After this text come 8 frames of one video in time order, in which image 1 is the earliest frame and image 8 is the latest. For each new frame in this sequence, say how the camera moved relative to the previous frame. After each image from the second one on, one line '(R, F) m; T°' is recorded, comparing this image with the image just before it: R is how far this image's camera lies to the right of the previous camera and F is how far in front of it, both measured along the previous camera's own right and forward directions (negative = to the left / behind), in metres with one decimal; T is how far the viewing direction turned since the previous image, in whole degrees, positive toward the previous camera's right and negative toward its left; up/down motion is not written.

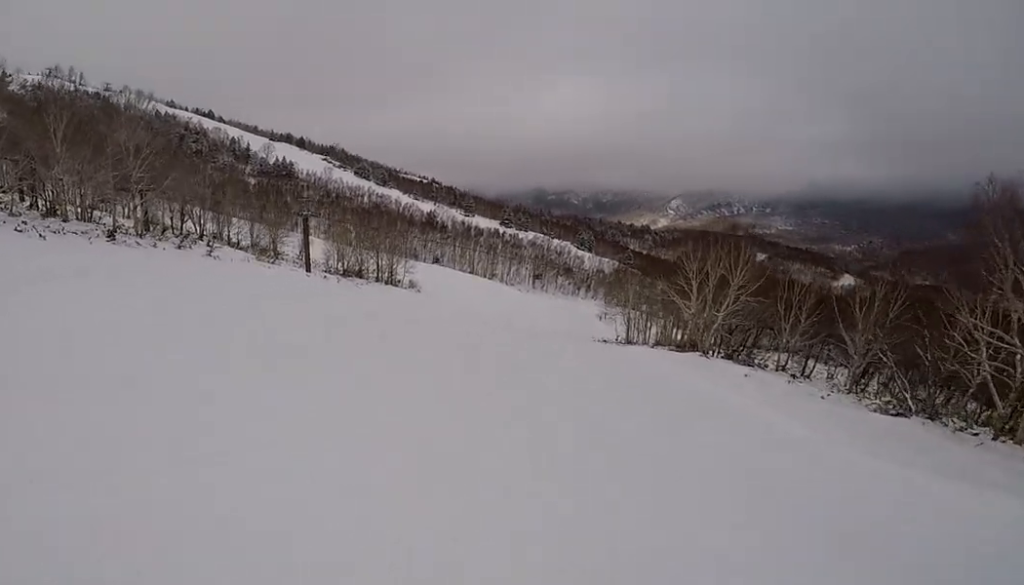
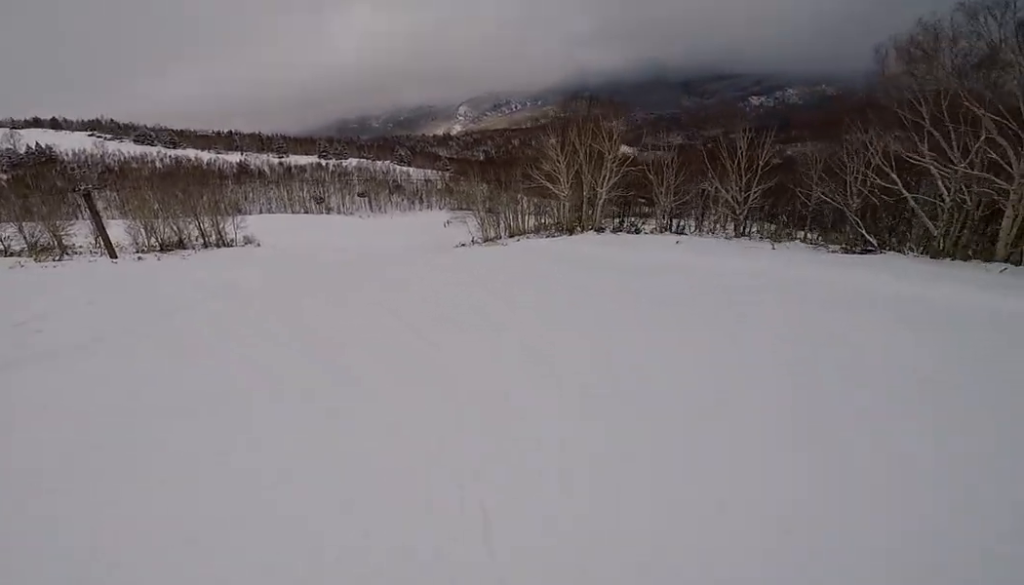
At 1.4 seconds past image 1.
(+0.2, +8.2) m; +25°
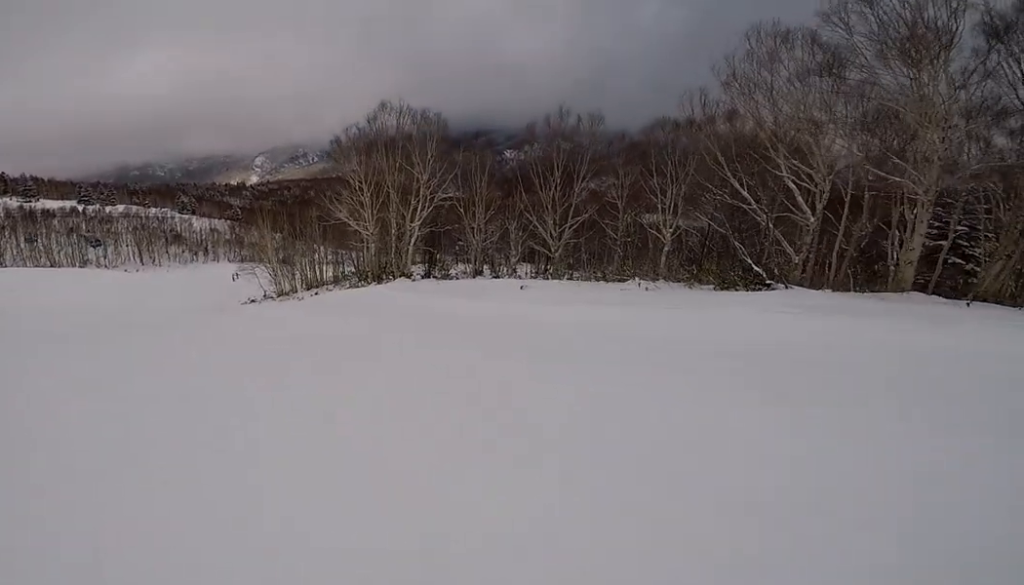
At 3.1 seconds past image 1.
(+4.2, +9.9) m; +26°
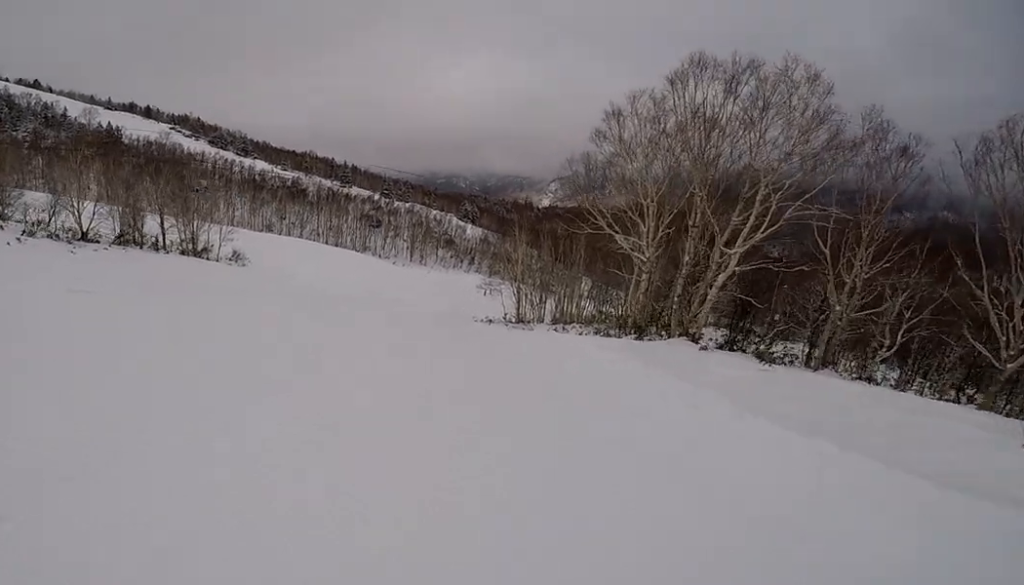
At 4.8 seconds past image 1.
(-2.7, +9.6) m; -36°
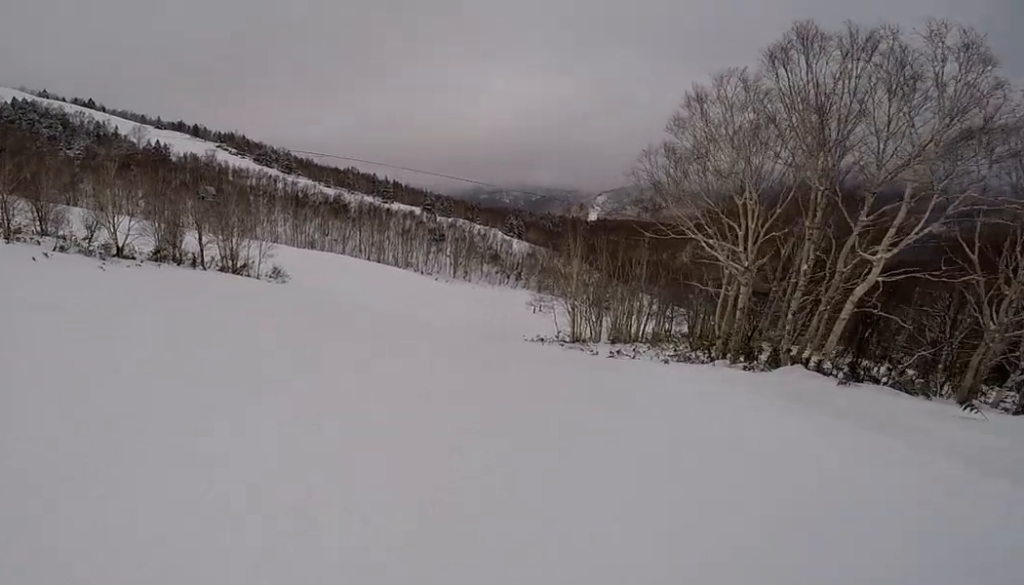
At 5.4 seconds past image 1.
(0.0, +3.2) m; -12°
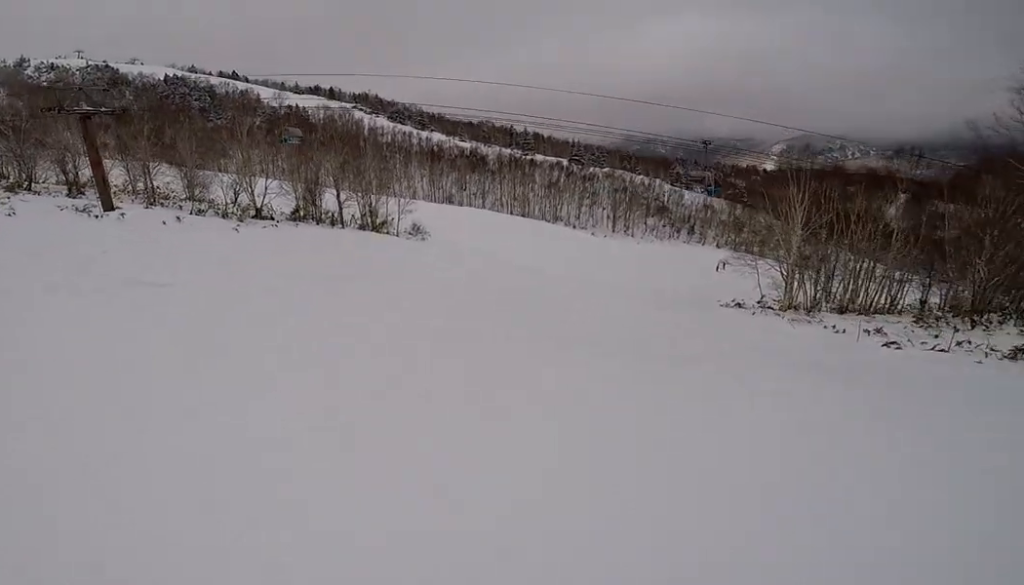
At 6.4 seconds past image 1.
(-1.6, +6.2) m; -20°
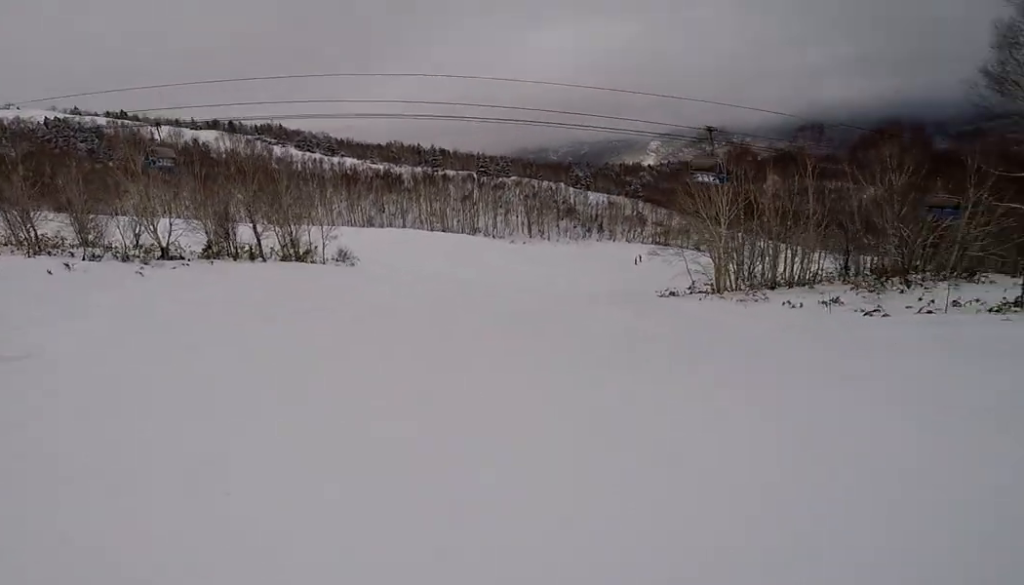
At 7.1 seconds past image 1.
(-0.3, +4.2) m; +9°
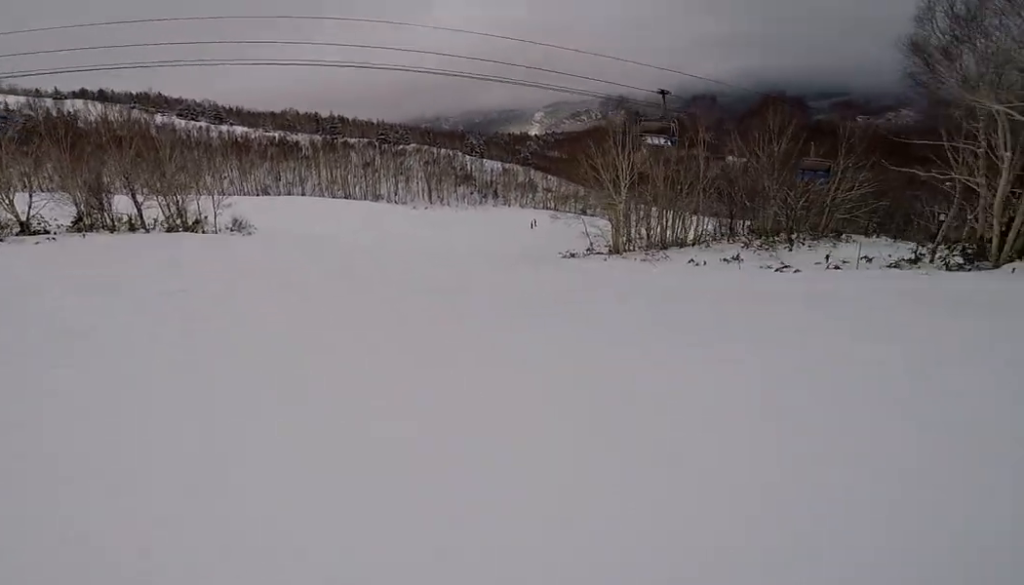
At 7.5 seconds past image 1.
(-0.5, +2.4) m; +12°
